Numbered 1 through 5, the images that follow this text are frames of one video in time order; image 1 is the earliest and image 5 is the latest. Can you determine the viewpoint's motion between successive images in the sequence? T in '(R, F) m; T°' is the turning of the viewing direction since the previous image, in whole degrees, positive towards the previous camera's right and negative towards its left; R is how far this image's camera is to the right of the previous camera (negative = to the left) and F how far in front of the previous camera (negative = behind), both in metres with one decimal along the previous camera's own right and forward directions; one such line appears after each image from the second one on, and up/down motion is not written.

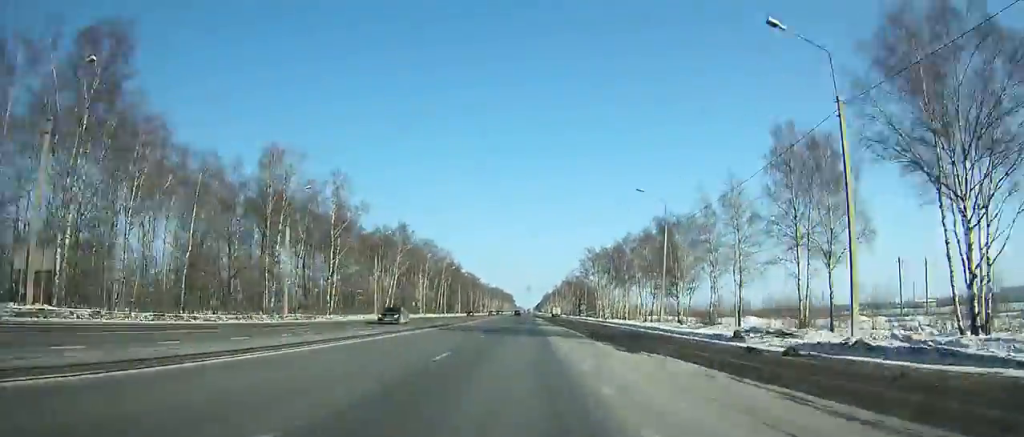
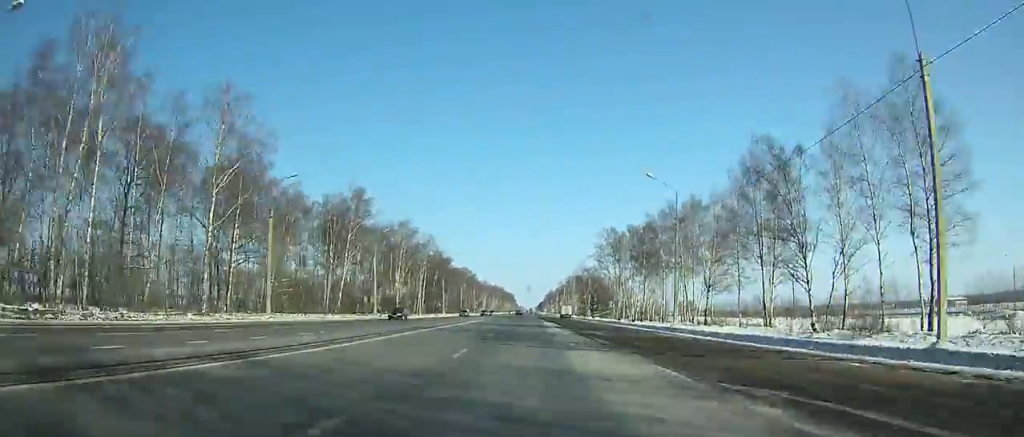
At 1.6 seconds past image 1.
(-1.2, +37.6) m; -2°
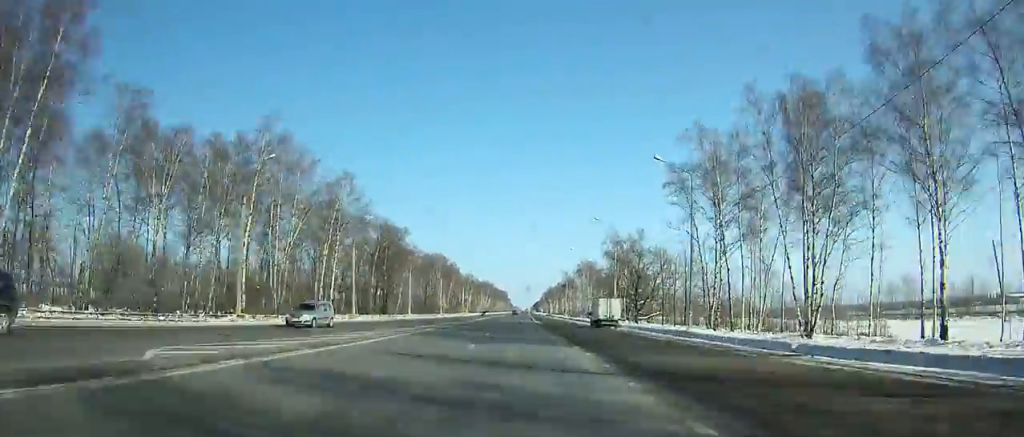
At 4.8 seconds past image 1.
(-1.4, +73.1) m; -1°
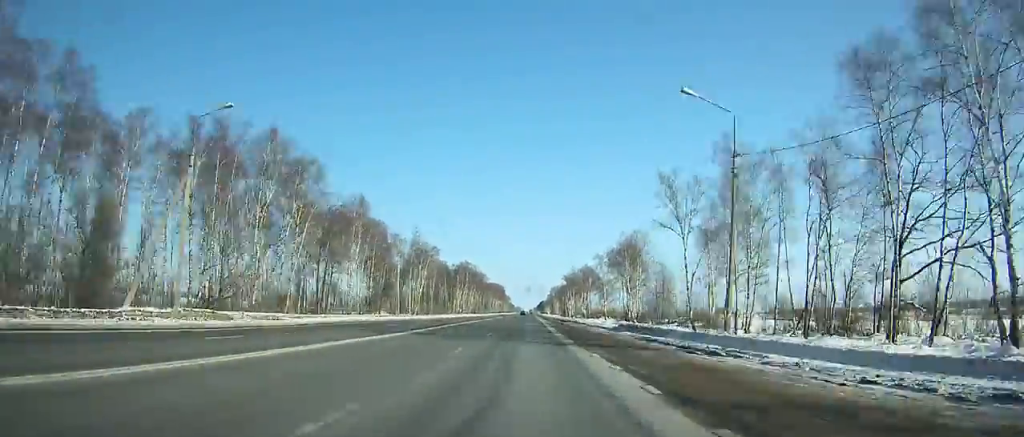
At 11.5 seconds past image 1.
(+0.1, +147.8) m; 0°
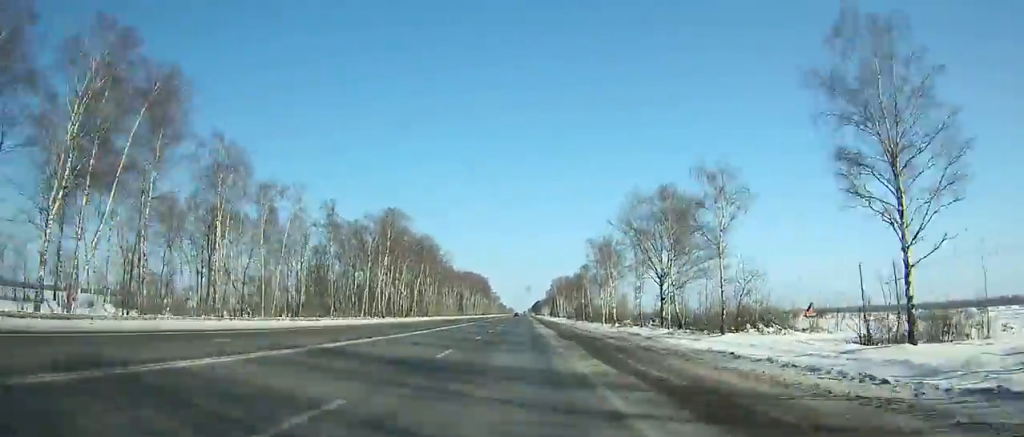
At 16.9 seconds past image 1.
(+0.4, +121.1) m; 0°
